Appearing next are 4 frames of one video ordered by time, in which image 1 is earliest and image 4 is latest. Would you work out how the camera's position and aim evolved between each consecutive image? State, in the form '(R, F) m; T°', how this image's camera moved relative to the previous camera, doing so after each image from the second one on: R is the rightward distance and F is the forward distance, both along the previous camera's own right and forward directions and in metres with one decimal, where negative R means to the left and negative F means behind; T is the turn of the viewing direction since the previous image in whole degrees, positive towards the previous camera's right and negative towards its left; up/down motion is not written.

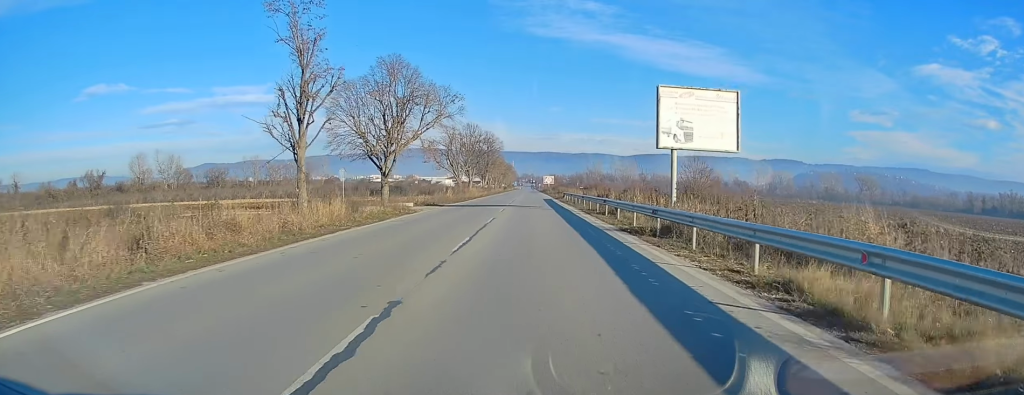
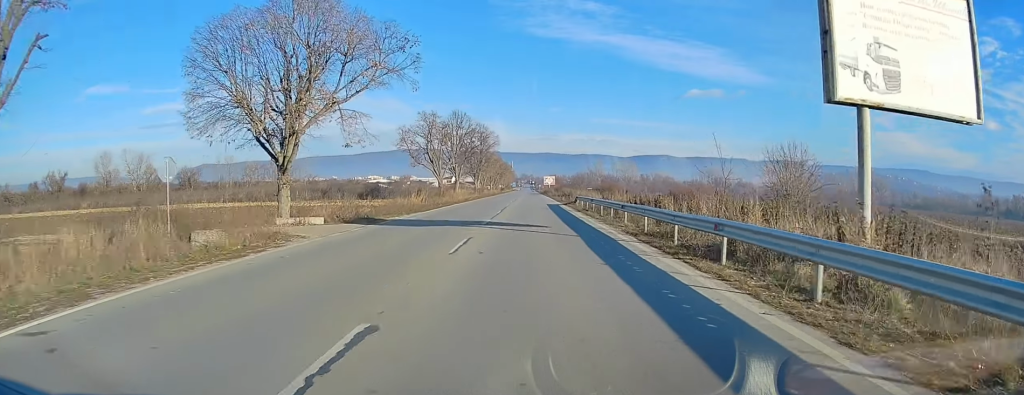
(-0.1, +18.6) m; 0°
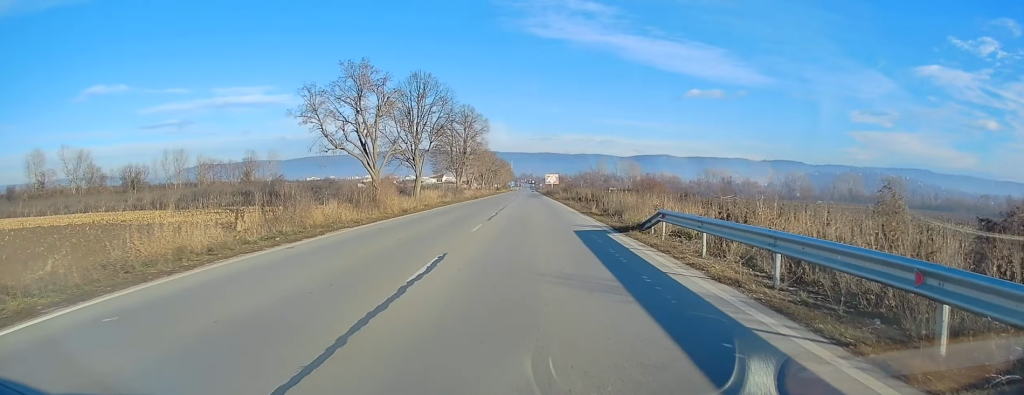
(0.0, +31.1) m; 0°
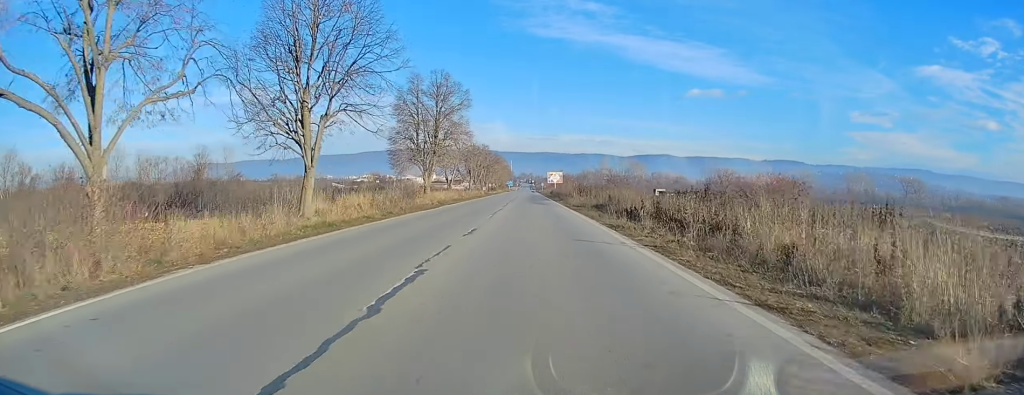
(+0.1, +29.2) m; 0°
